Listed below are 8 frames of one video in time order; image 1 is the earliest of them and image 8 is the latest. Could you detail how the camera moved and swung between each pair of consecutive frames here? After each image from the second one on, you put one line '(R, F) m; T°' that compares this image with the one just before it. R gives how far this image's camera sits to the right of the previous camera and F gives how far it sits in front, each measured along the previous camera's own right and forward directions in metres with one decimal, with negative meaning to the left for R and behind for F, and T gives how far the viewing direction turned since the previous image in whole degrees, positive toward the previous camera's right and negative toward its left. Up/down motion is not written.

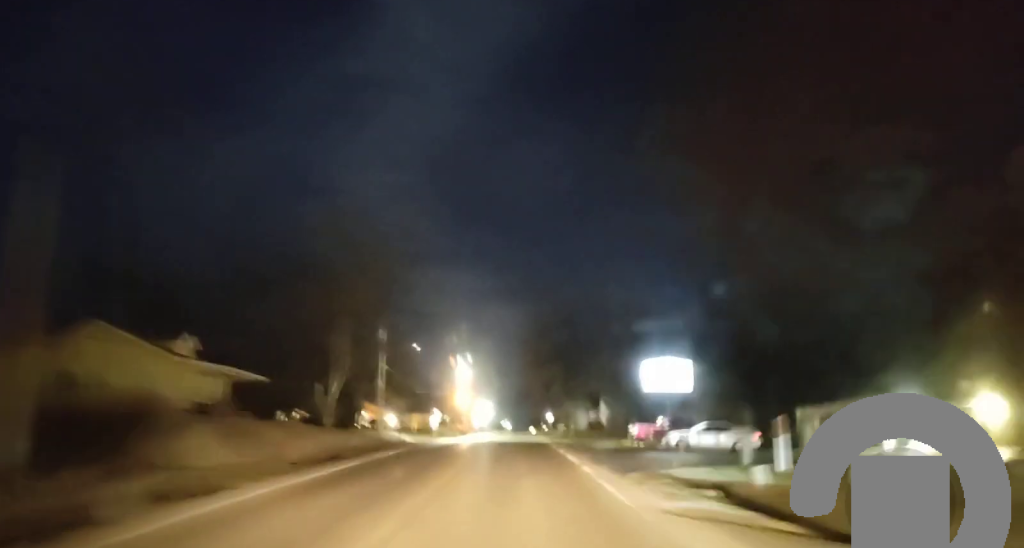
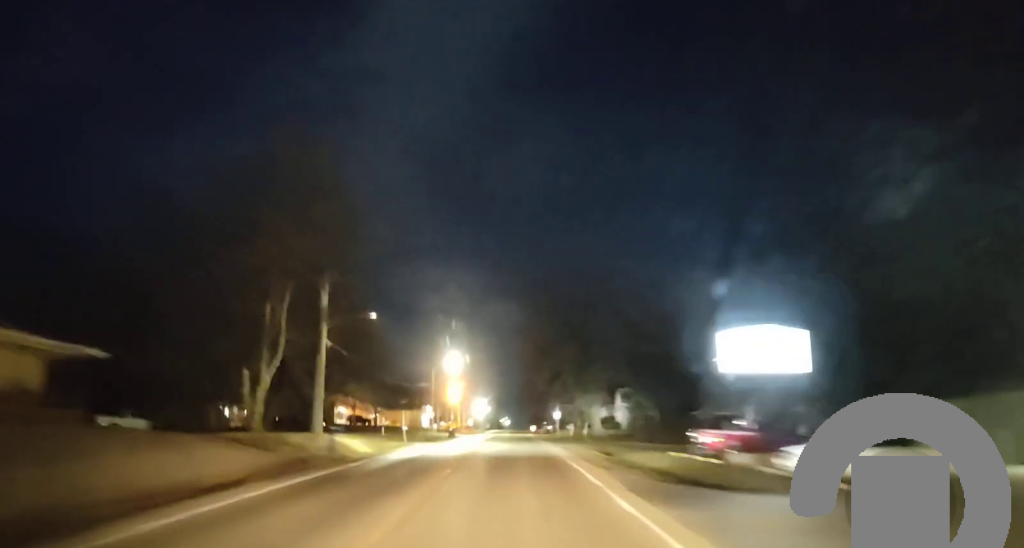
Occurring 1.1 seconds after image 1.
(0.0, +19.8) m; 0°
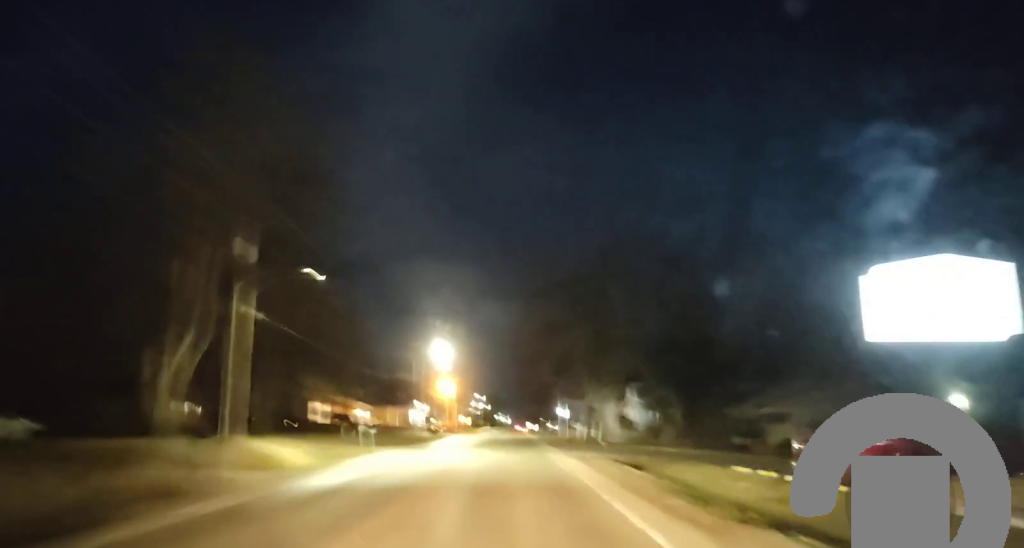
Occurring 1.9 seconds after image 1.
(0.0, +13.8) m; 0°
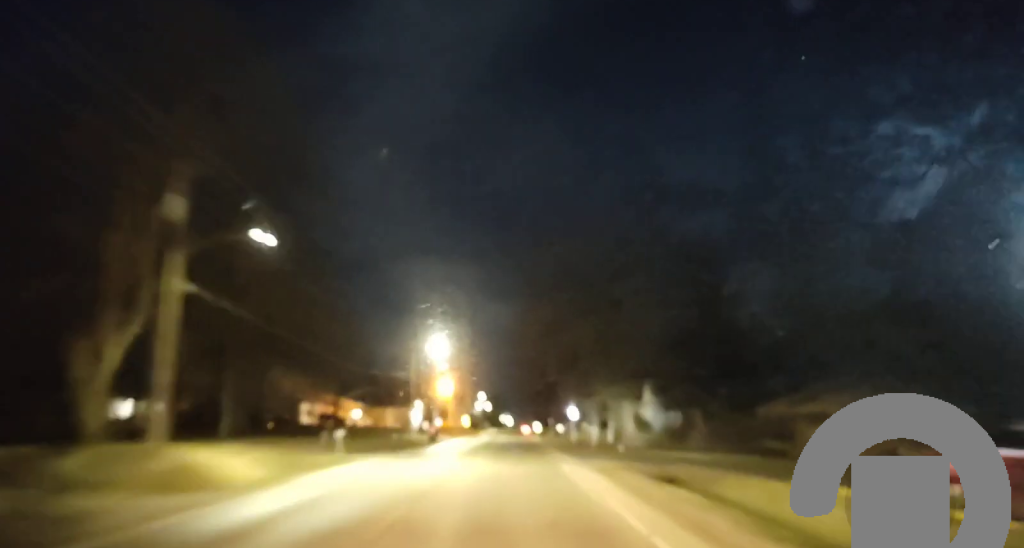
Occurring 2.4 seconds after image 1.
(-0.1, +7.8) m; 0°
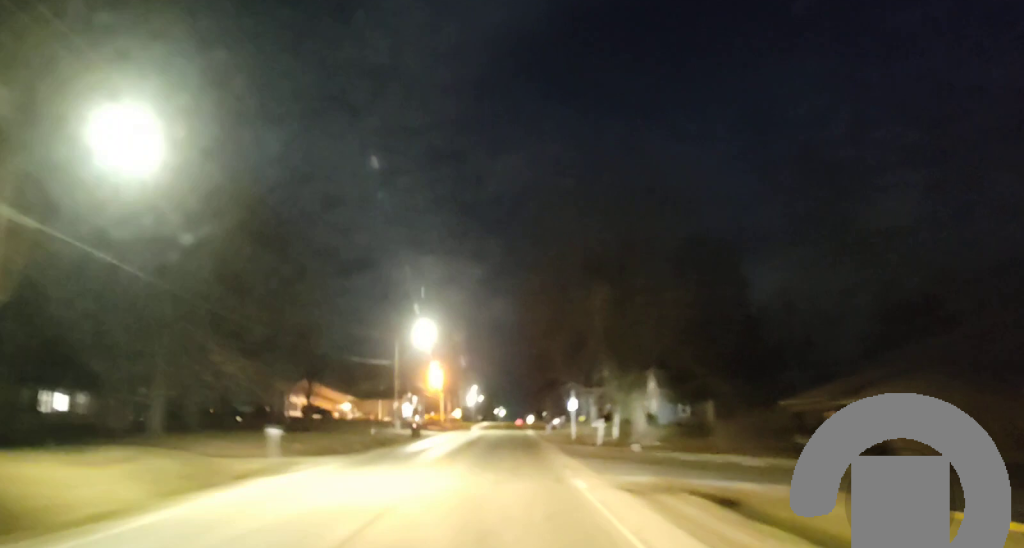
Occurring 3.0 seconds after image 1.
(-0.1, +10.7) m; 0°
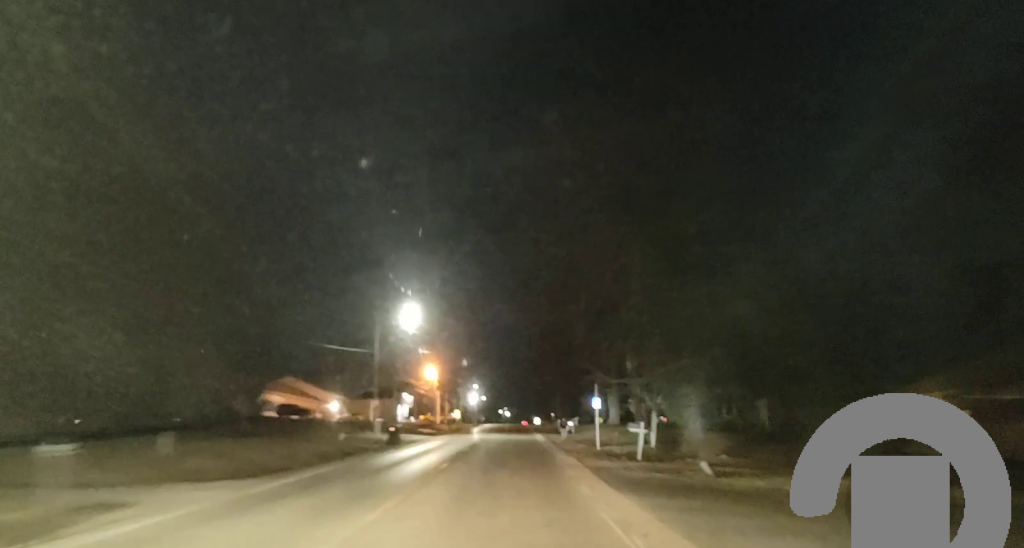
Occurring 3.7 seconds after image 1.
(+0.1, +11.4) m; +1°
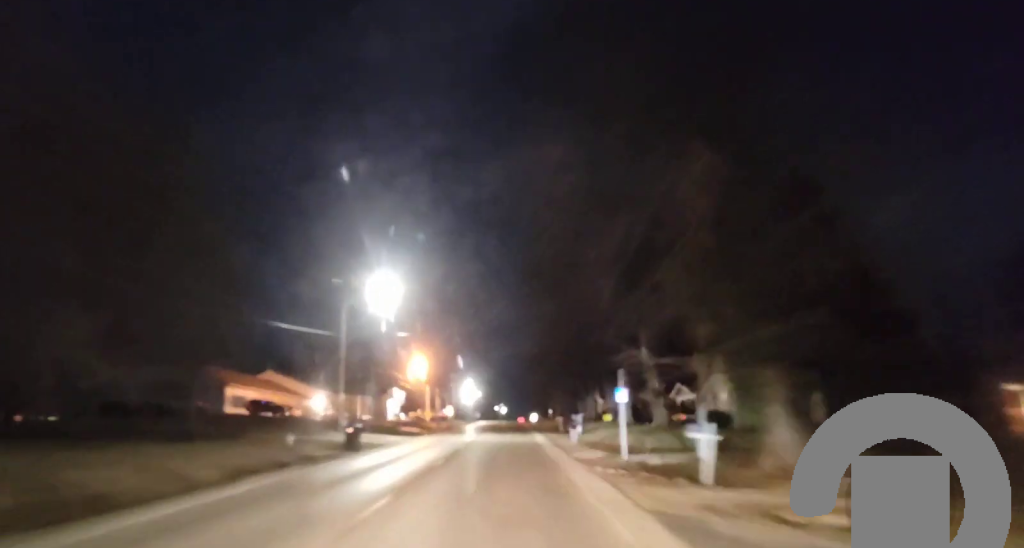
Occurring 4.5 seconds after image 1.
(+0.1, +13.1) m; +1°
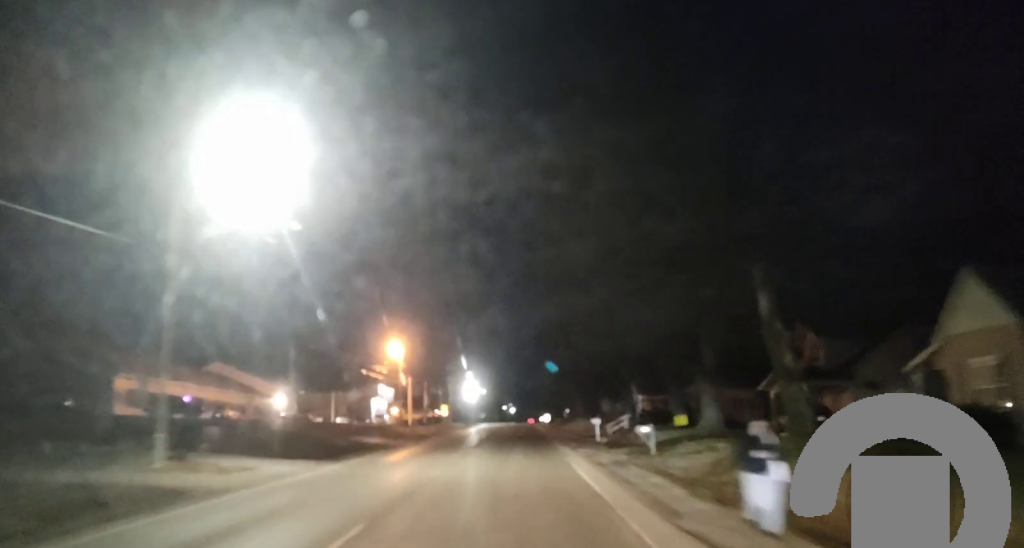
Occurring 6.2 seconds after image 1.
(-0.3, +28.0) m; -3°
